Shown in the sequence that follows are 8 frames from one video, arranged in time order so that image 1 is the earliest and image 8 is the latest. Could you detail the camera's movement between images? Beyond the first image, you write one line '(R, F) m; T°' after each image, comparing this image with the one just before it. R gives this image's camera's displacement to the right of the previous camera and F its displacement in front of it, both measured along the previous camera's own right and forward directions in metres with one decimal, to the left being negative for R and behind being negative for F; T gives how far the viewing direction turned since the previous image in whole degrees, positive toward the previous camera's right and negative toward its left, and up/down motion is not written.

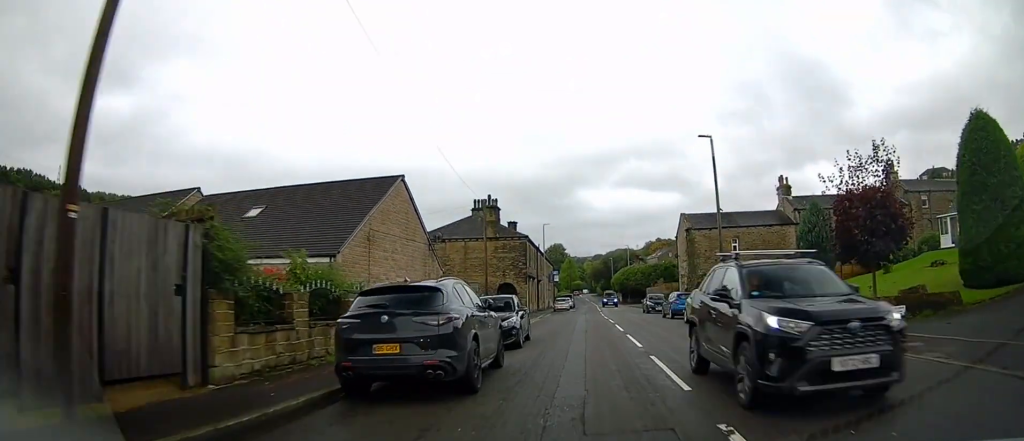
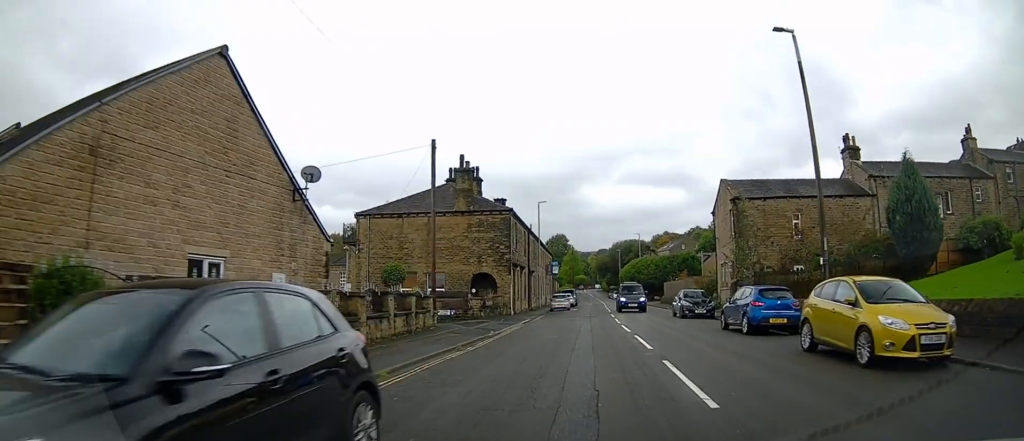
(-0.3, +12.8) m; -1°
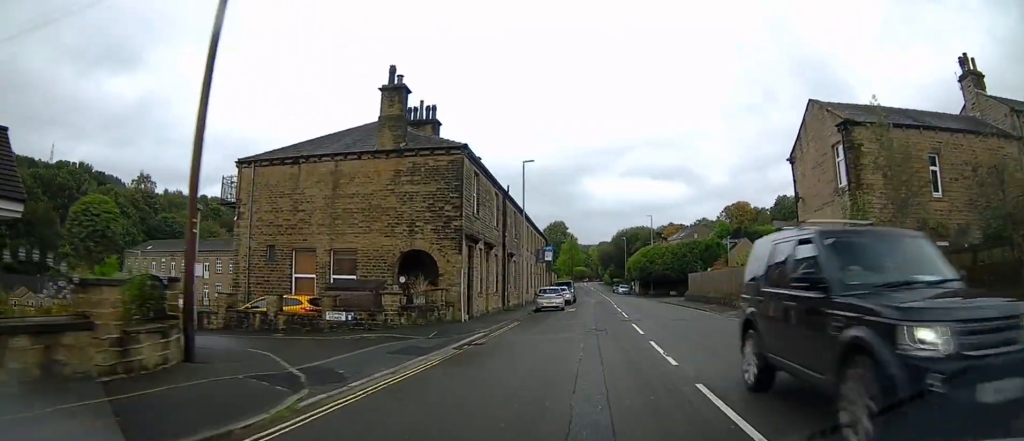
(+0.1, +14.6) m; +1°
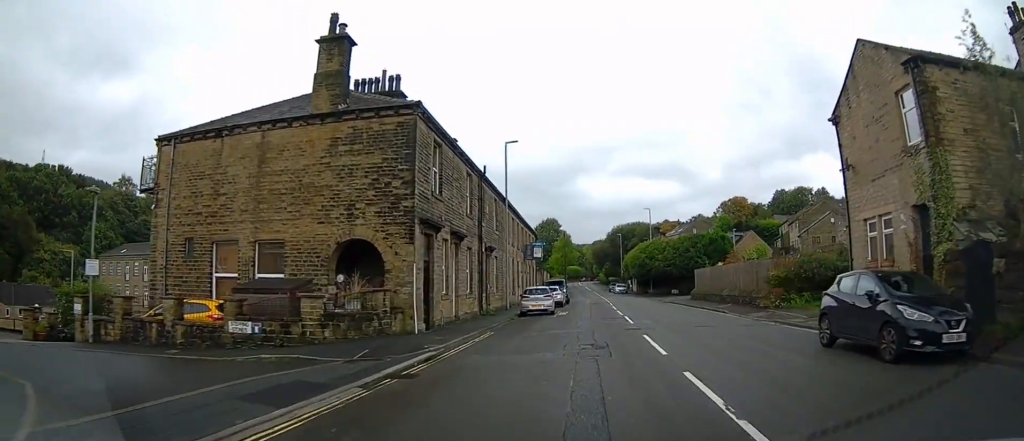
(-0.1, +5.0) m; +1°
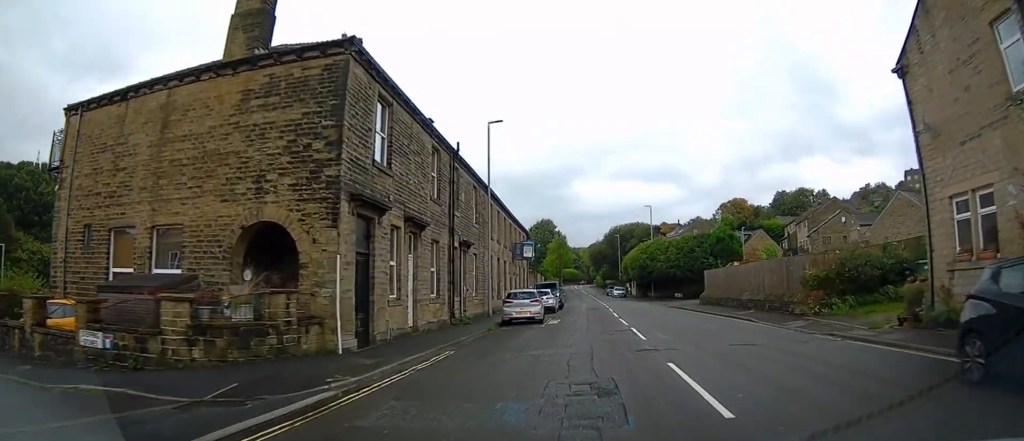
(+0.1, +4.9) m; 0°
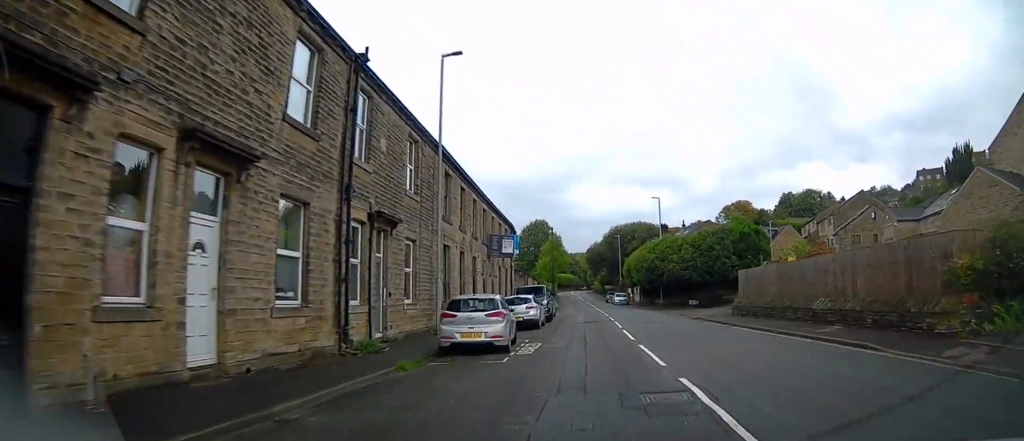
(+0.1, +9.5) m; +1°
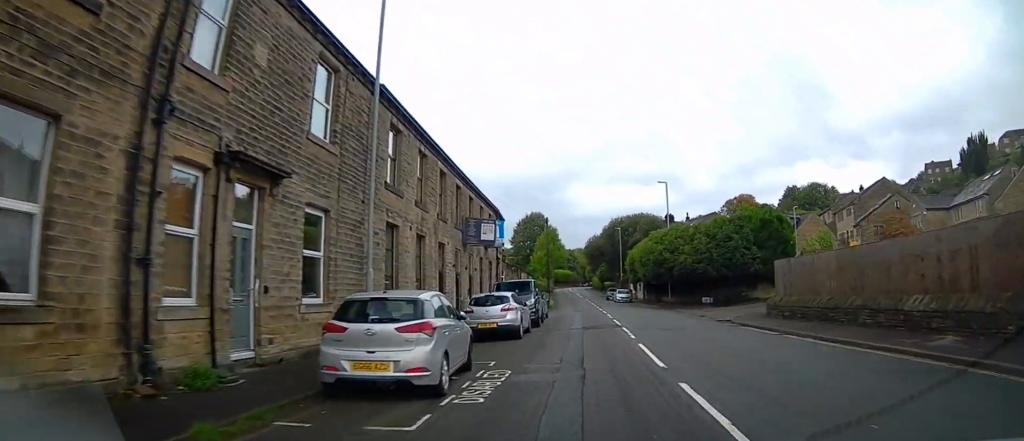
(-0.1, +5.9) m; 0°
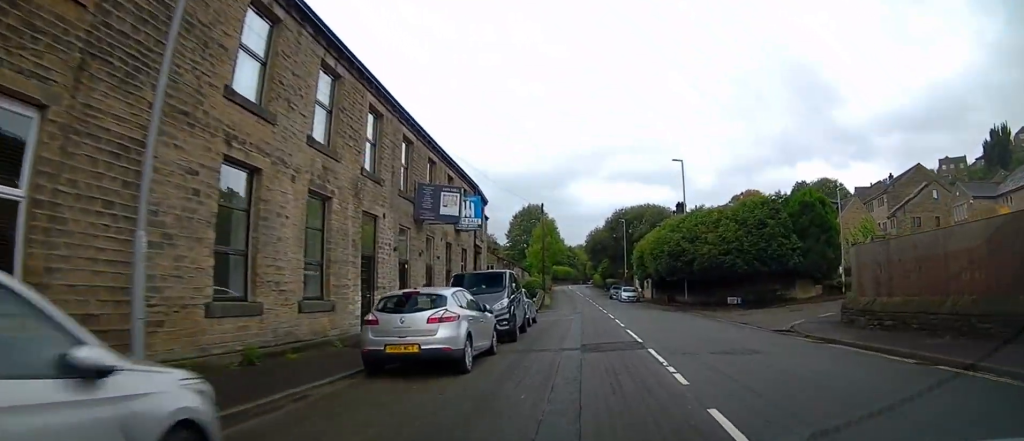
(0.0, +7.5) m; 0°
